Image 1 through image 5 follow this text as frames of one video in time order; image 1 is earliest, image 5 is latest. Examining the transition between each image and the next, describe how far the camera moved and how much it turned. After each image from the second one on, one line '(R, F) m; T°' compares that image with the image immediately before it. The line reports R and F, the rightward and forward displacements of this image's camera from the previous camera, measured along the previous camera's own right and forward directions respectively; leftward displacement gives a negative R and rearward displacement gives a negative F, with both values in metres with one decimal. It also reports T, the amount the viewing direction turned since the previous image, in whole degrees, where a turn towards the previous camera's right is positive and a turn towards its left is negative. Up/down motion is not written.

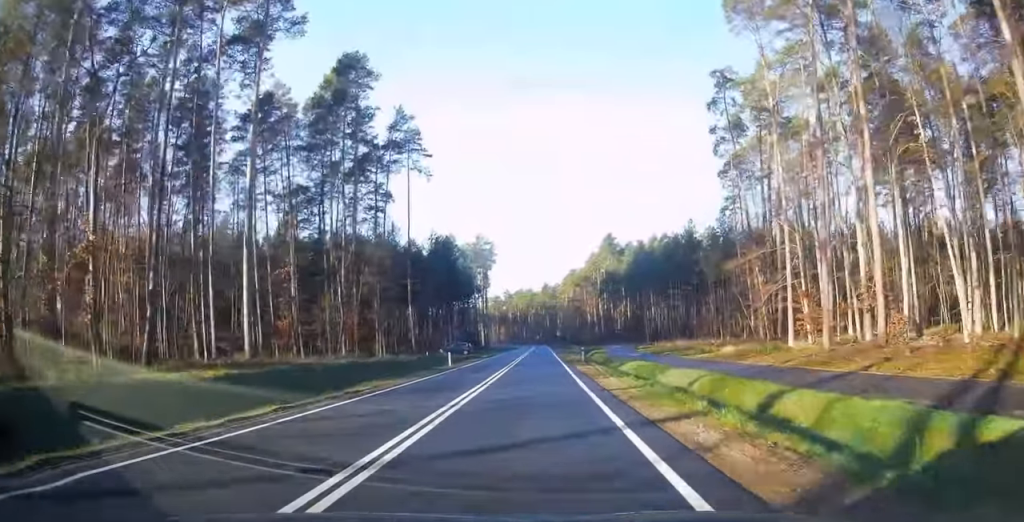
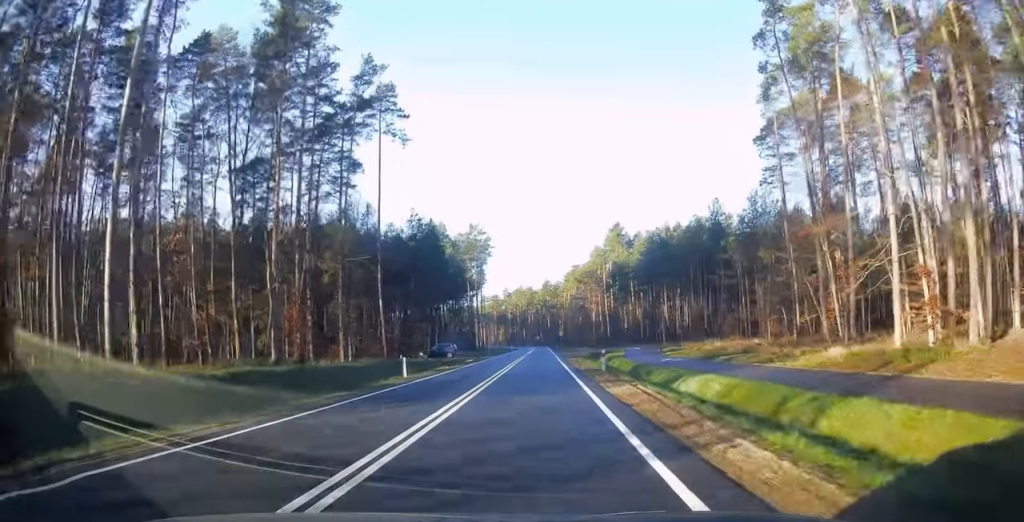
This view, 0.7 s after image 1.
(+0.2, +14.5) m; 0°
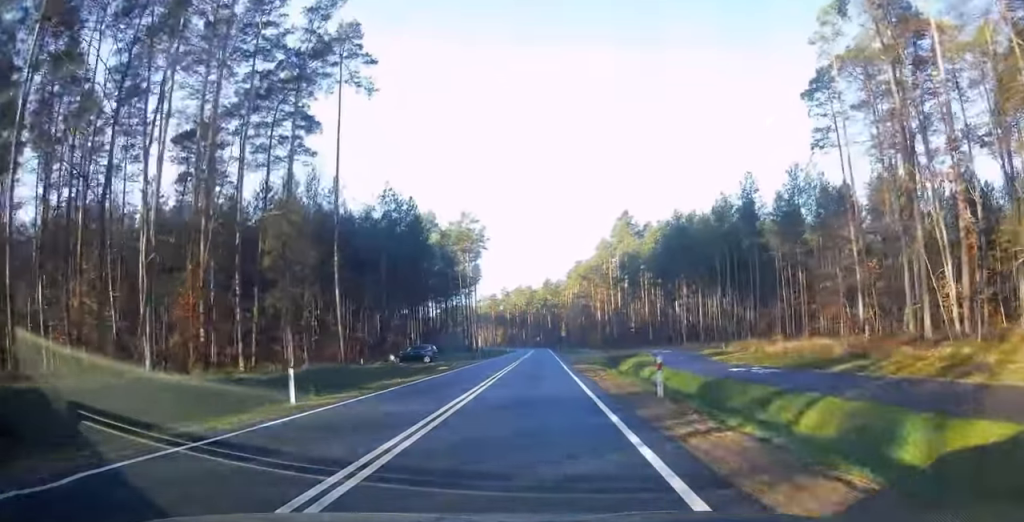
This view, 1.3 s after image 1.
(+0.2, +13.8) m; 0°
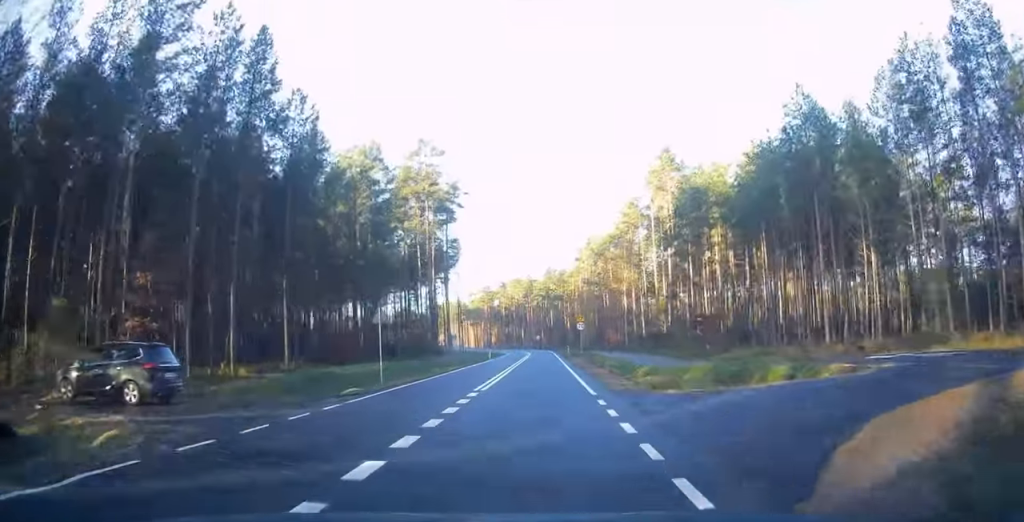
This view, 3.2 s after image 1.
(-0.1, +42.0) m; 0°
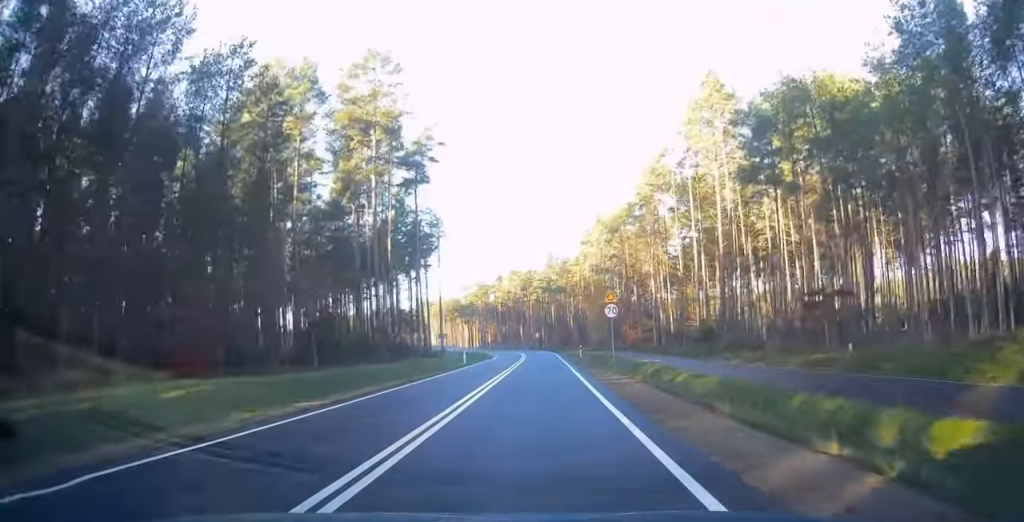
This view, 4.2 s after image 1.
(-0.3, +24.0) m; 0°
